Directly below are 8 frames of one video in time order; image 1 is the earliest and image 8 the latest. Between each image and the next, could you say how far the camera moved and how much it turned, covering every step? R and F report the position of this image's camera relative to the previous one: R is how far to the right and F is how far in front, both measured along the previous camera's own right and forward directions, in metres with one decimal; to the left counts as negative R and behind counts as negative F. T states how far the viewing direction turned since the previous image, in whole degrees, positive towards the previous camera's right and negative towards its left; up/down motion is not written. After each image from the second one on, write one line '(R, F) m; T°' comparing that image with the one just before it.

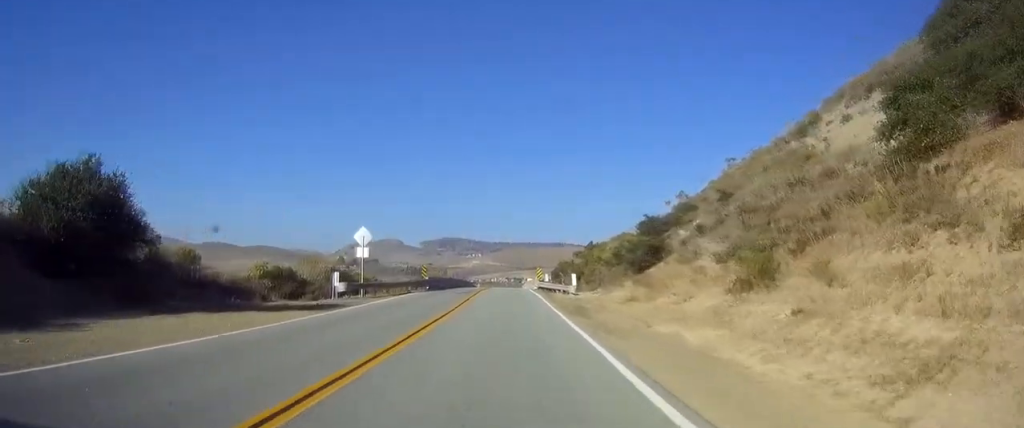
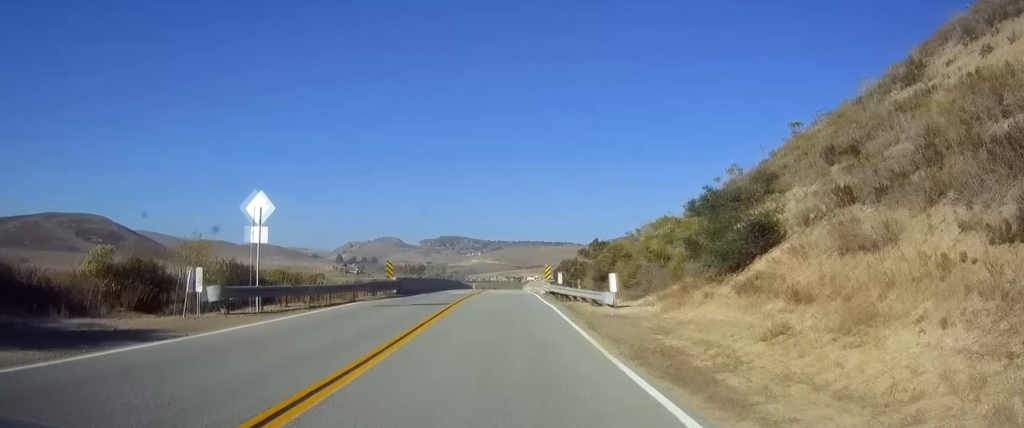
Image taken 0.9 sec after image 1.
(-0.1, +15.2) m; -1°
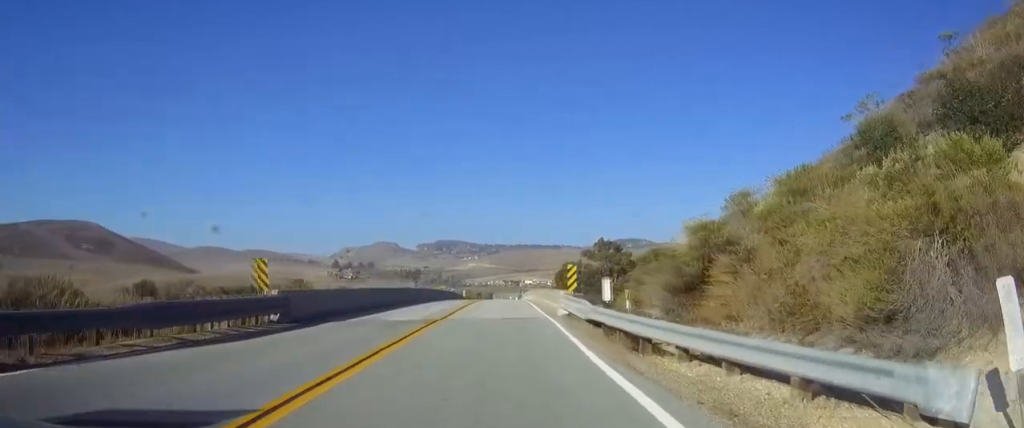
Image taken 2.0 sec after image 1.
(-0.1, +20.7) m; 0°
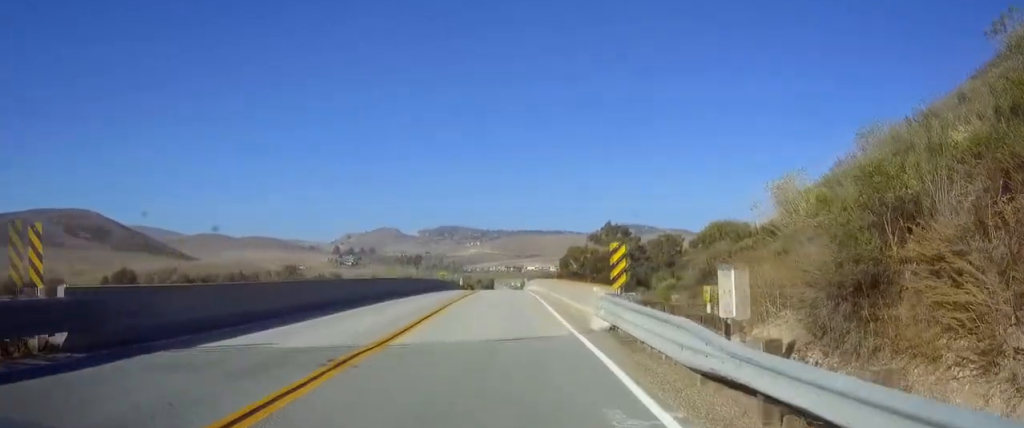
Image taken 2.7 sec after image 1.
(0.0, +11.0) m; 0°
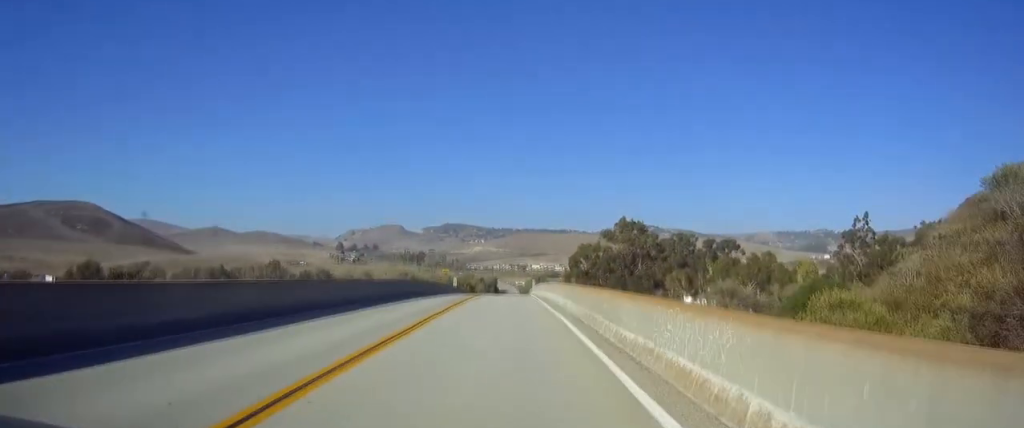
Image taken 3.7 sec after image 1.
(+0.1, +17.4) m; 0°
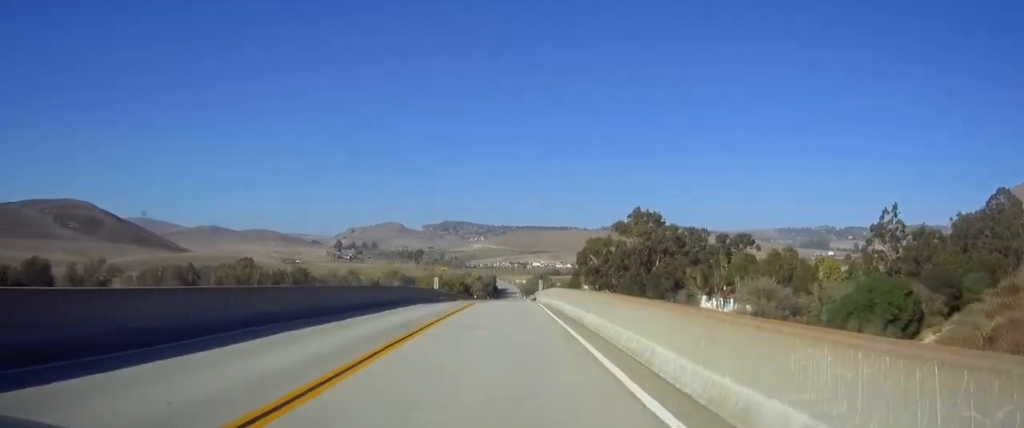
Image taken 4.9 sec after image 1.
(-0.2, +20.4) m; -1°
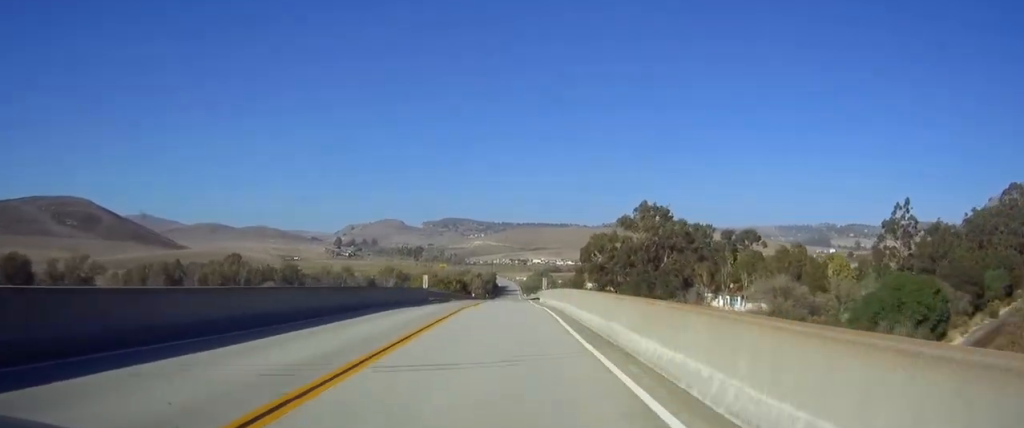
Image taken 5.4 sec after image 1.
(0.0, +7.7) m; 0°
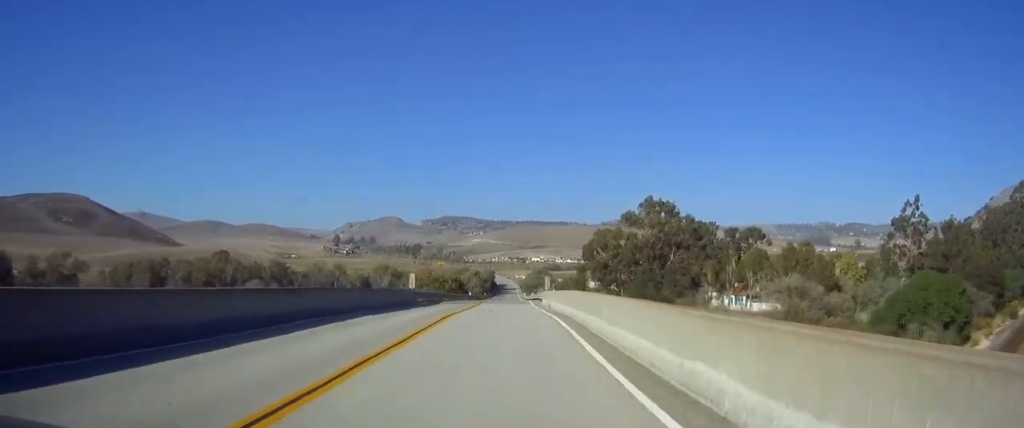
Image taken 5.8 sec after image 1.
(0.0, +6.4) m; 0°
